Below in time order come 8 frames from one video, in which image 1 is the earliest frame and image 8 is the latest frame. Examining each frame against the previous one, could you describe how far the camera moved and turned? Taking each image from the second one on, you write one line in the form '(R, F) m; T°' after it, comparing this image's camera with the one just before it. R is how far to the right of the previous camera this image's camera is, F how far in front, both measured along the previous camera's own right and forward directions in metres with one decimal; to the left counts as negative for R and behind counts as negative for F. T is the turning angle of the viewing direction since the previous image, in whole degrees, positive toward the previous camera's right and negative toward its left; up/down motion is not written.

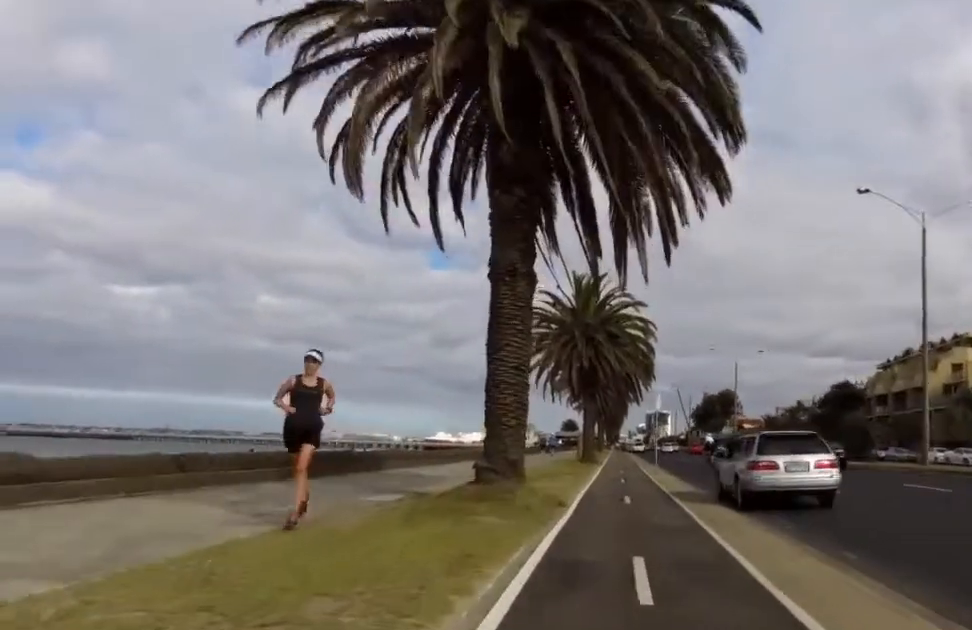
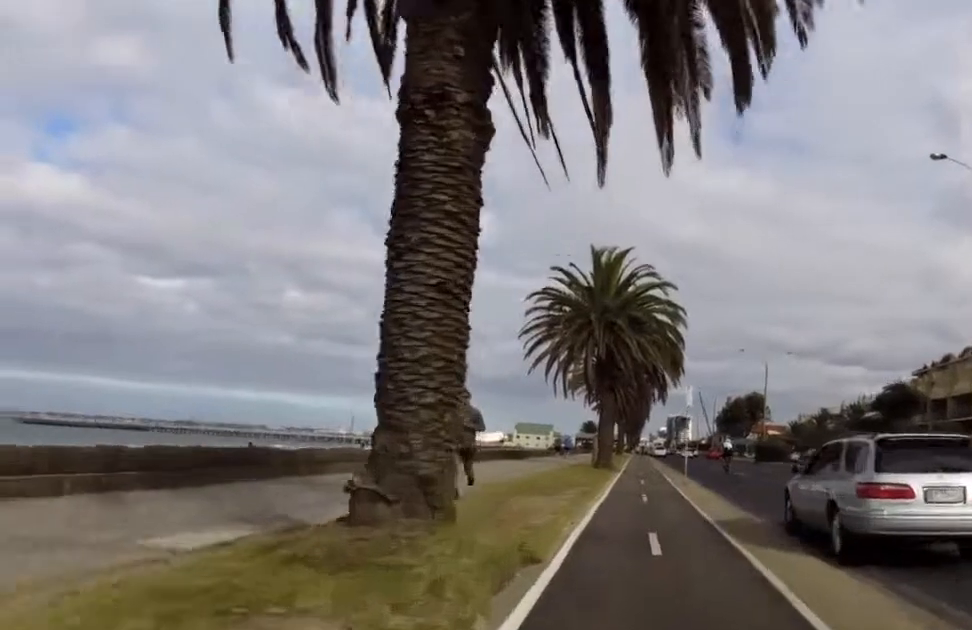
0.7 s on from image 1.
(+0.5, +5.2) m; +6°
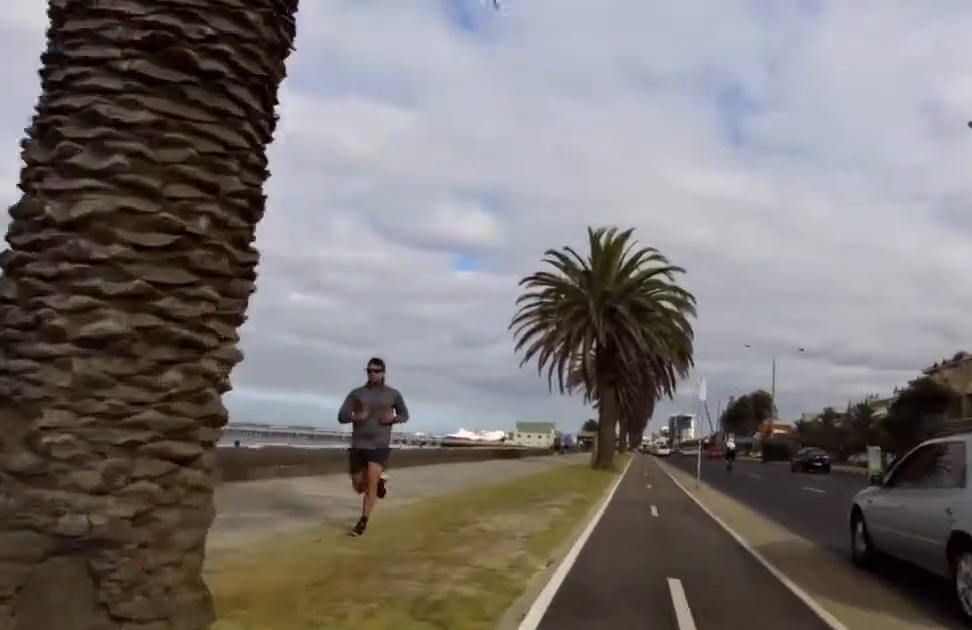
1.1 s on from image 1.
(+0.1, +3.2) m; +2°
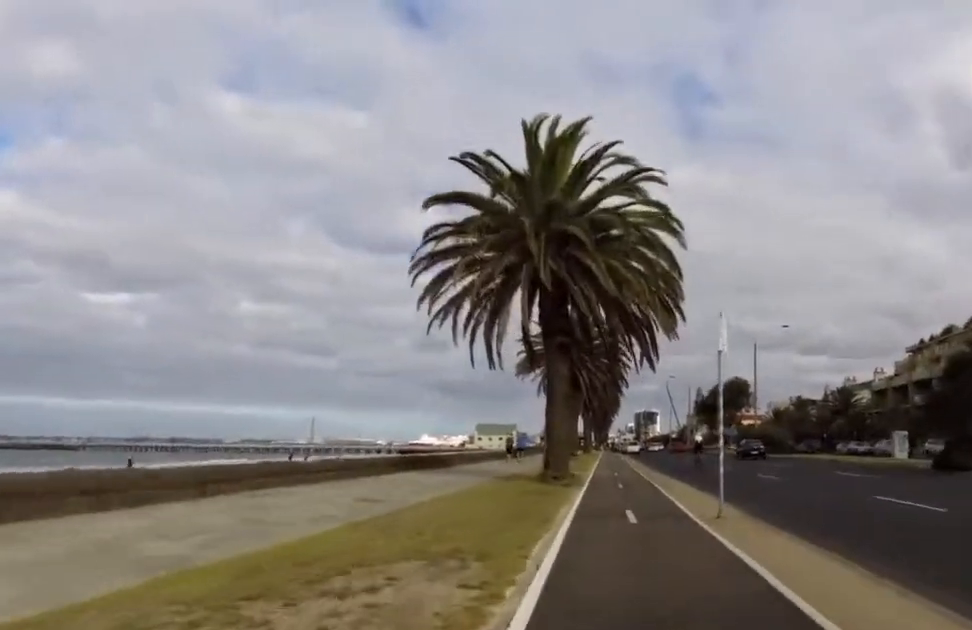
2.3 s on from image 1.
(-0.1, +9.8) m; -4°
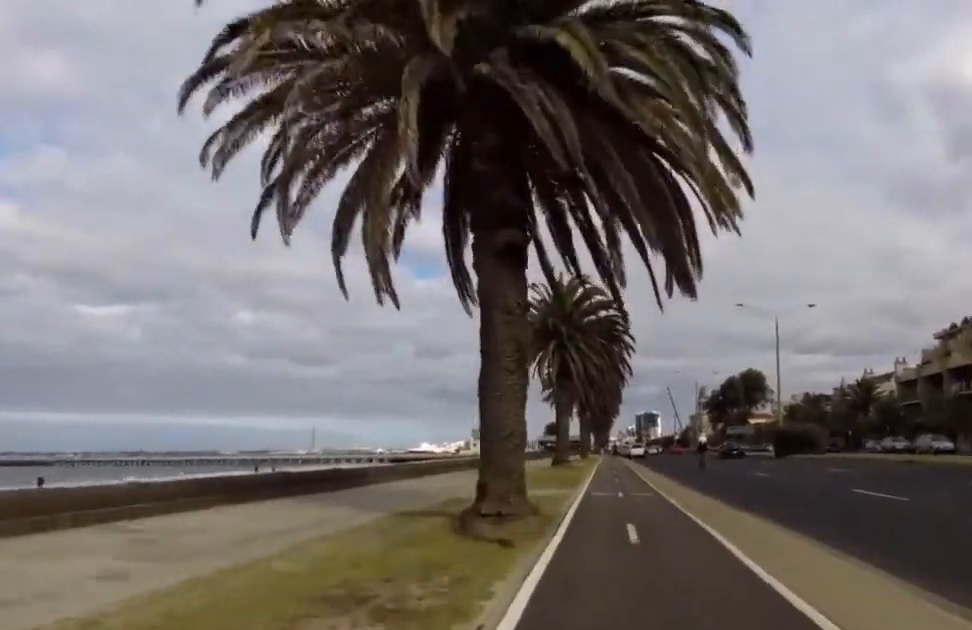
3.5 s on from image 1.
(-0.1, +10.3) m; 0°
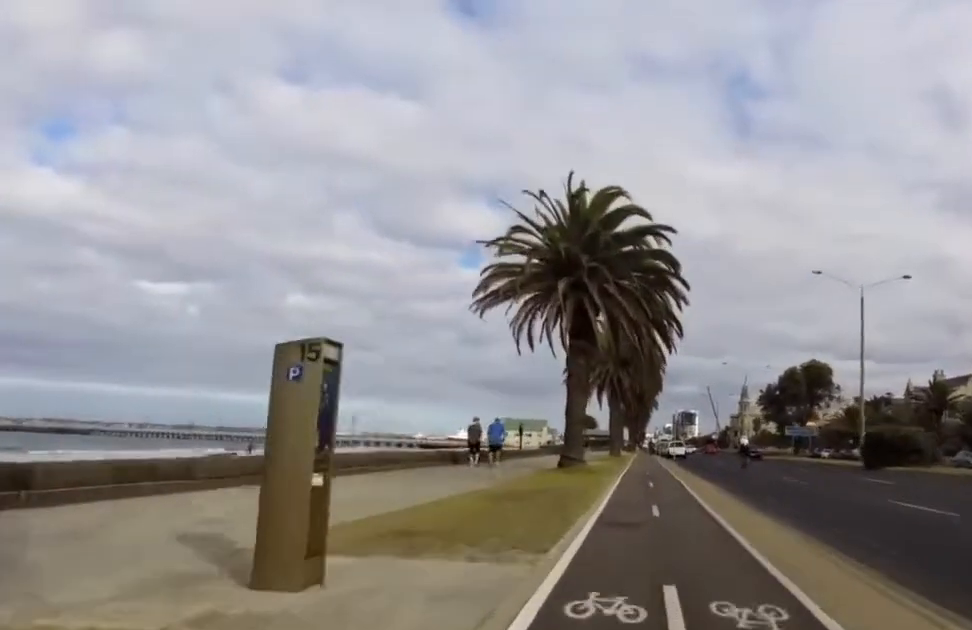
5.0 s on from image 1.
(-0.6, +13.1) m; 0°
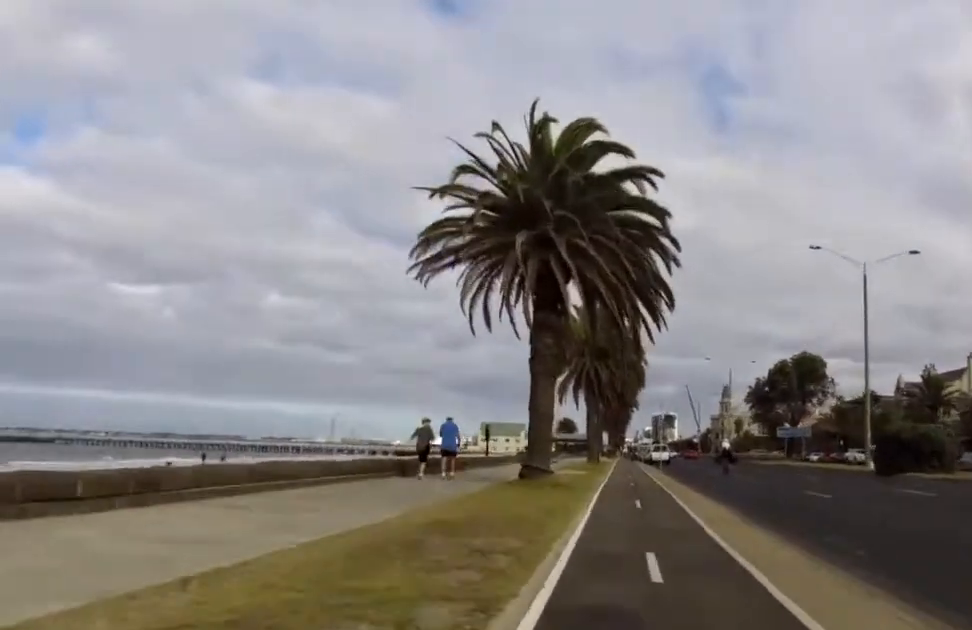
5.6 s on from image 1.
(+0.7, +5.2) m; 0°
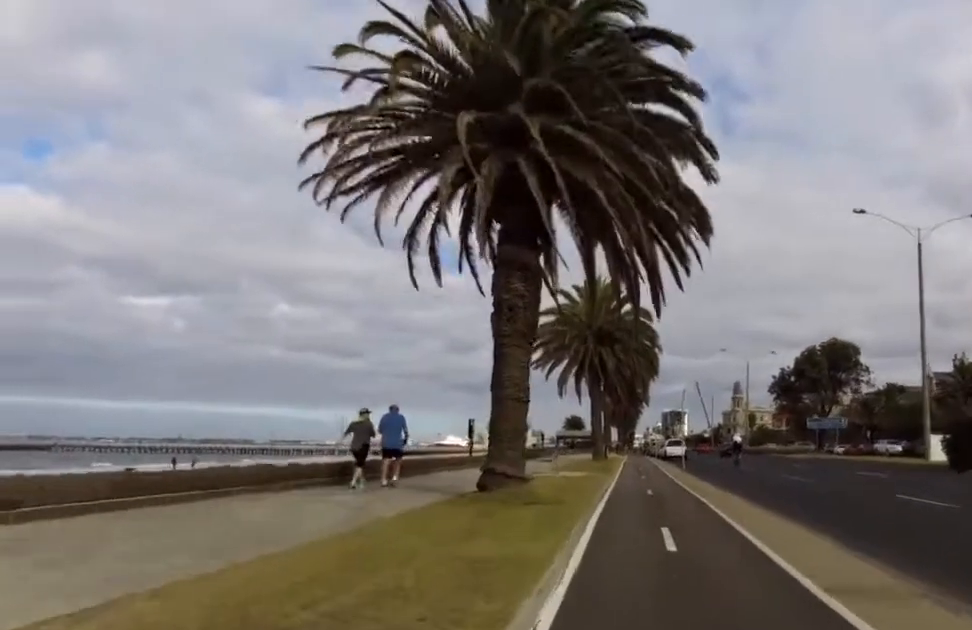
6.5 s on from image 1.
(-0.3, +7.5) m; 0°
